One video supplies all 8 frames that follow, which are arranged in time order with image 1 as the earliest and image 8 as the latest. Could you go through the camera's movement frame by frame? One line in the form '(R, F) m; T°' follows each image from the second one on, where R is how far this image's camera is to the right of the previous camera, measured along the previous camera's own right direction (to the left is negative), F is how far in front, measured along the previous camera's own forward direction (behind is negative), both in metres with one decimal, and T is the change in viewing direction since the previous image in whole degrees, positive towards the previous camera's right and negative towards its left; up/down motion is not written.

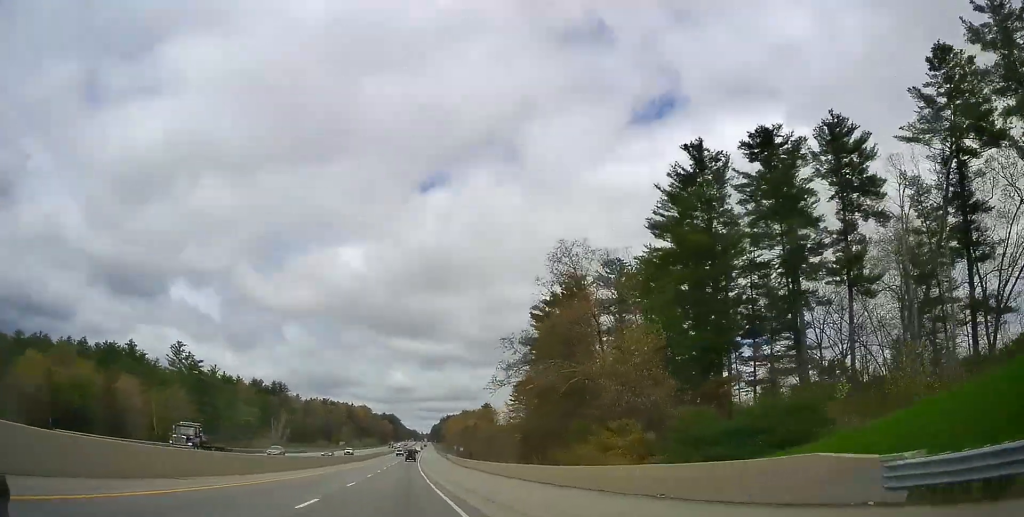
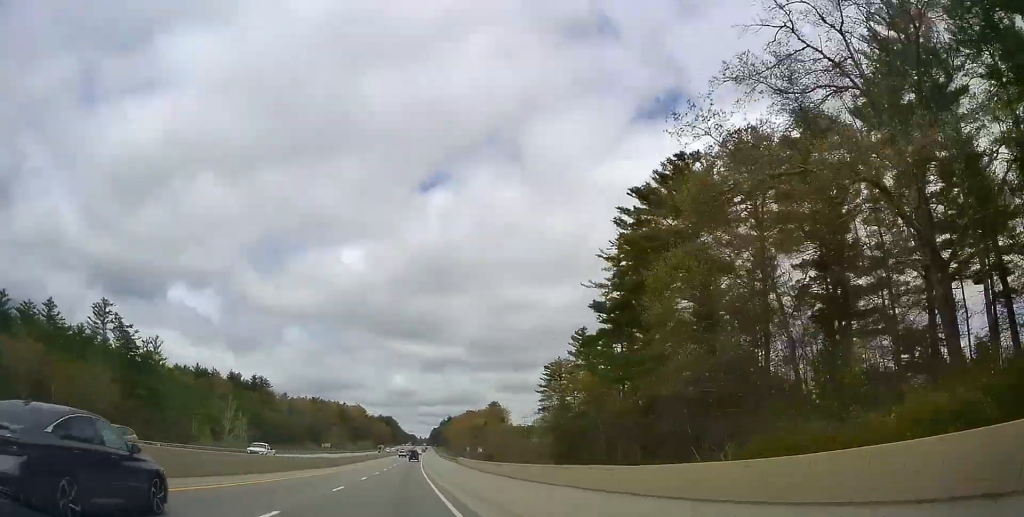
(-0.4, +40.4) m; -1°
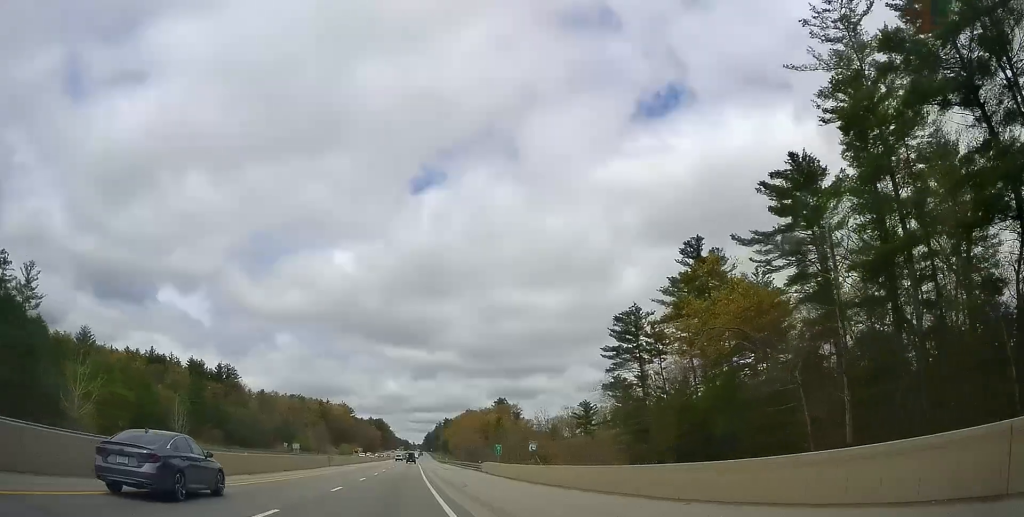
(0.0, +47.8) m; +1°
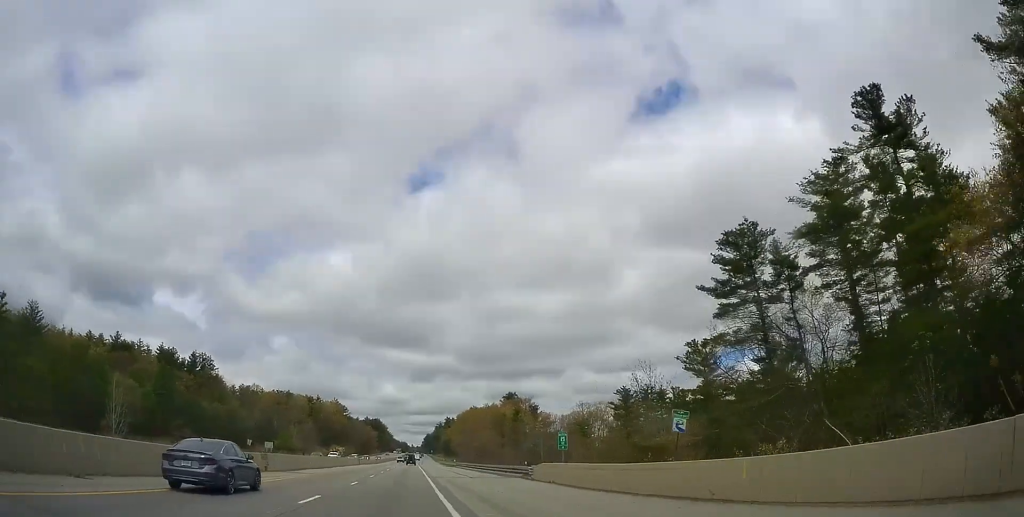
(0.0, +30.6) m; 0°
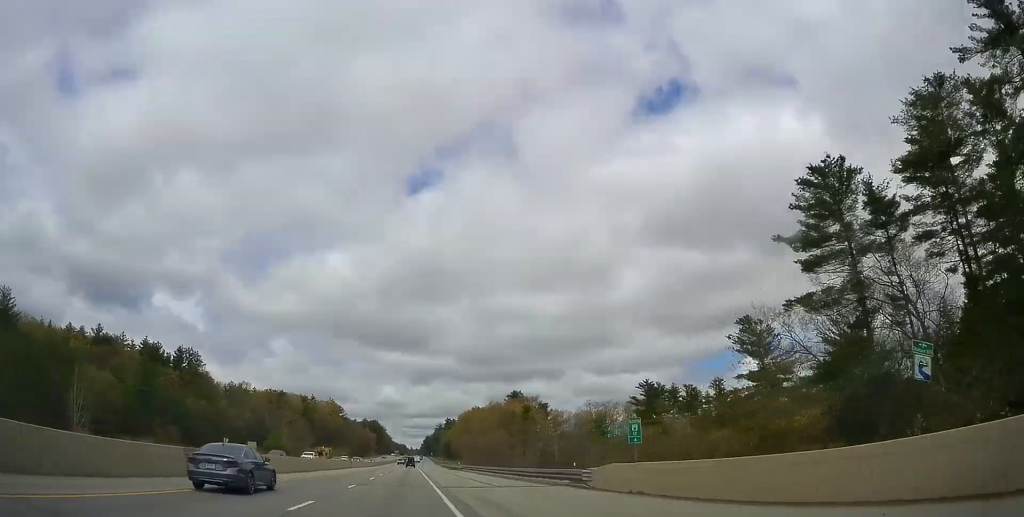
(+0.1, +13.7) m; 0°
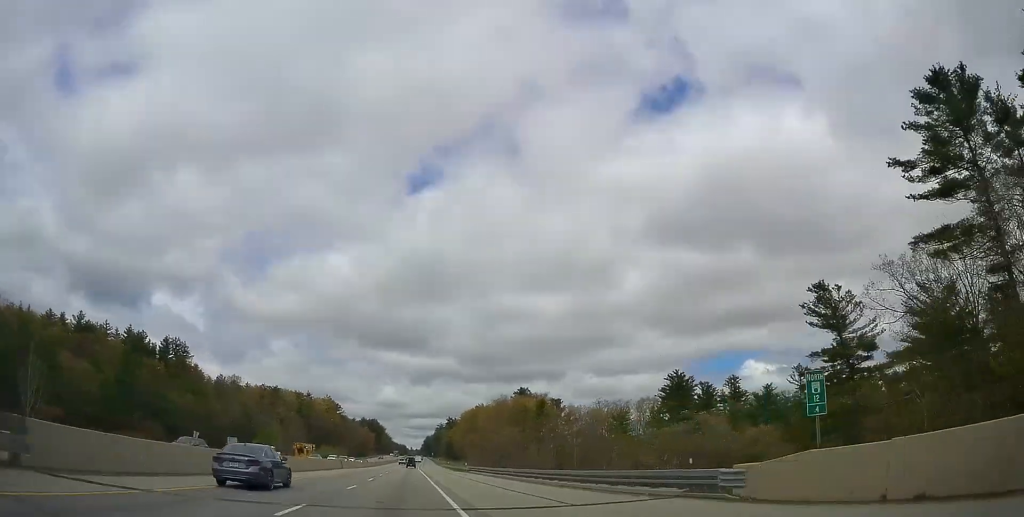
(0.0, +13.7) m; 0°
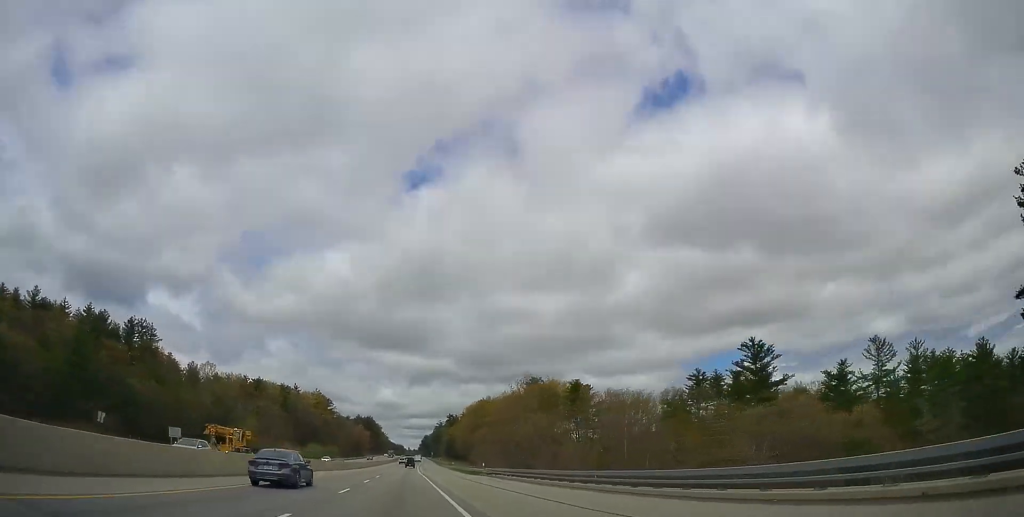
(+0.2, +26.2) m; 0°
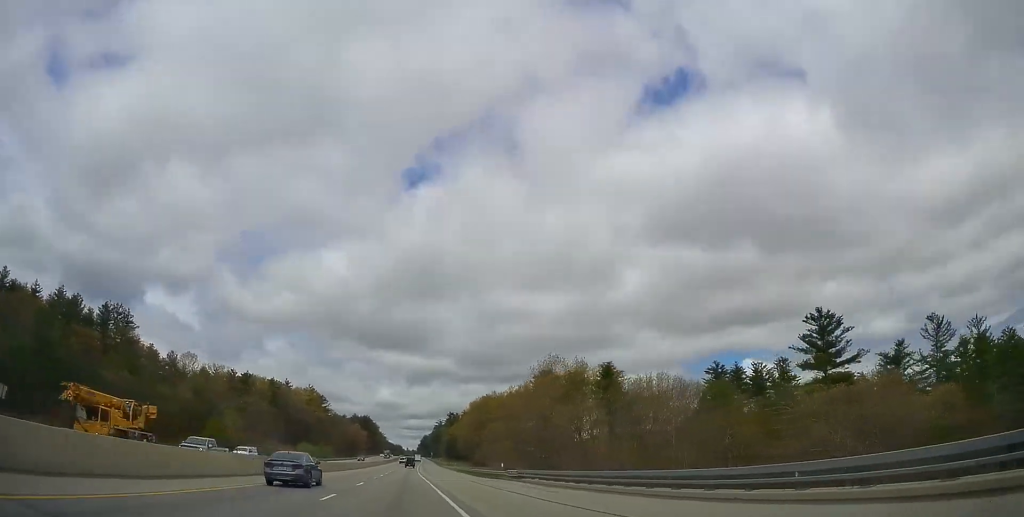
(+0.1, +15.7) m; 0°
